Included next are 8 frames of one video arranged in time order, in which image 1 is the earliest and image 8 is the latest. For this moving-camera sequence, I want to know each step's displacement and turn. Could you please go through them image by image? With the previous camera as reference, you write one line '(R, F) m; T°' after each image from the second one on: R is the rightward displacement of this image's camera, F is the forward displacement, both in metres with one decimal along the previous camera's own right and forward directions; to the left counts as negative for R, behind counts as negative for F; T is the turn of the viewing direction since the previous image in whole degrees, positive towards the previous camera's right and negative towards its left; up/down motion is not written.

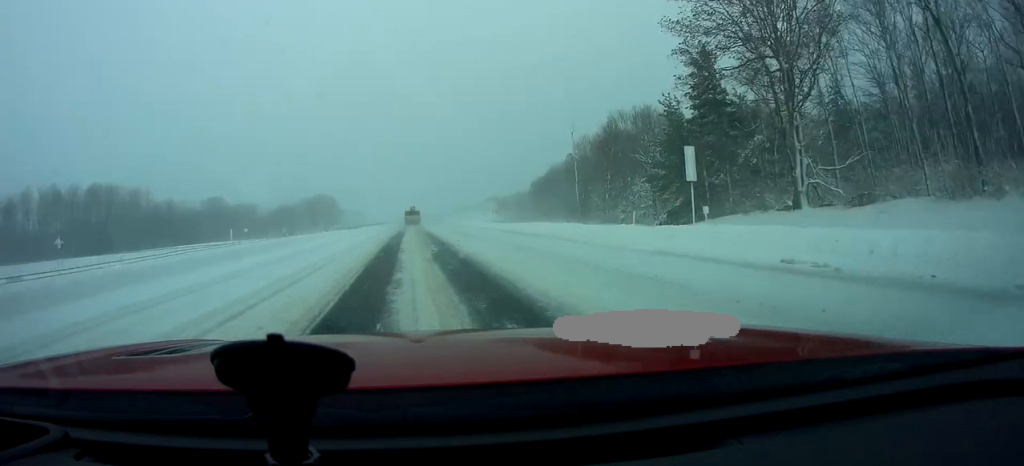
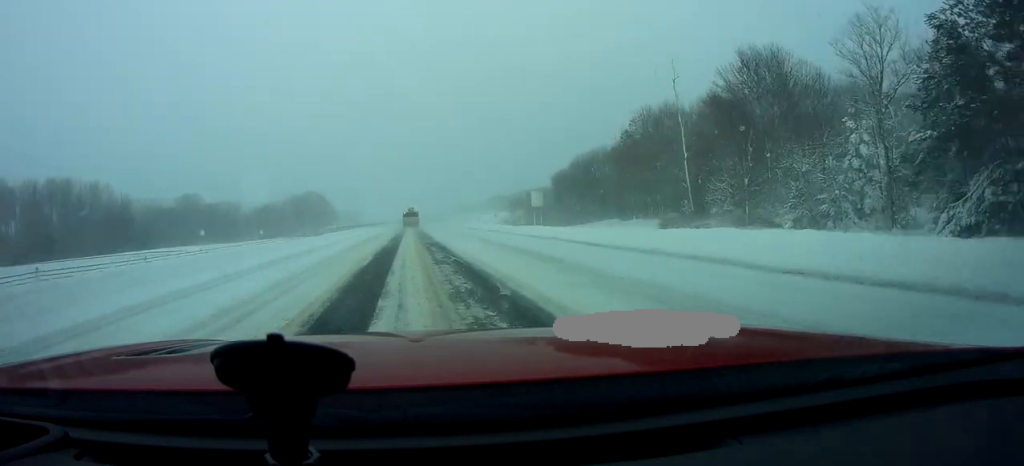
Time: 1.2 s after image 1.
(-0.4, +28.9) m; -1°
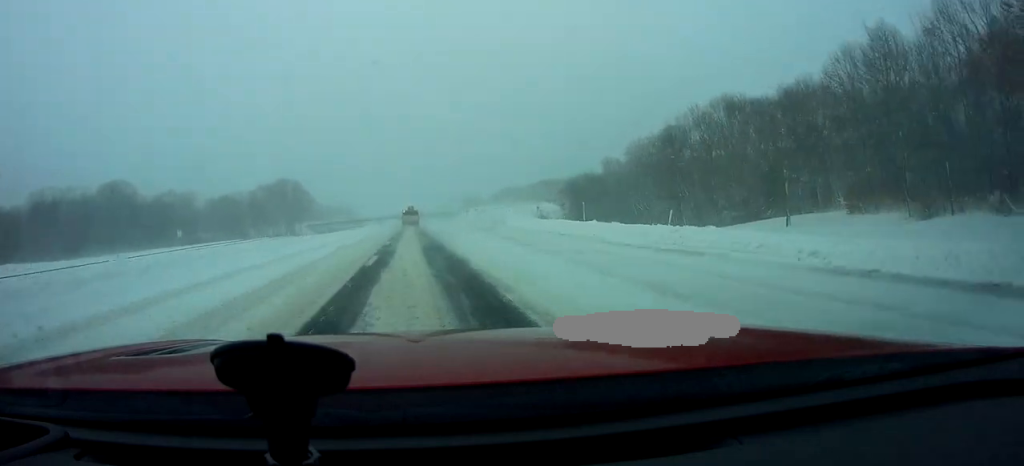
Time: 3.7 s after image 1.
(-0.1, +61.2) m; 0°
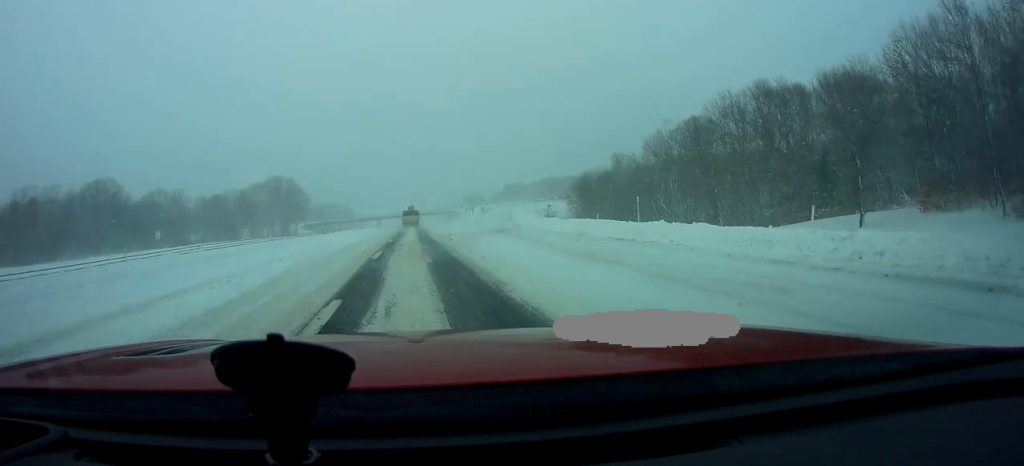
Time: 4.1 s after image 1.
(+0.2, +9.7) m; 0°
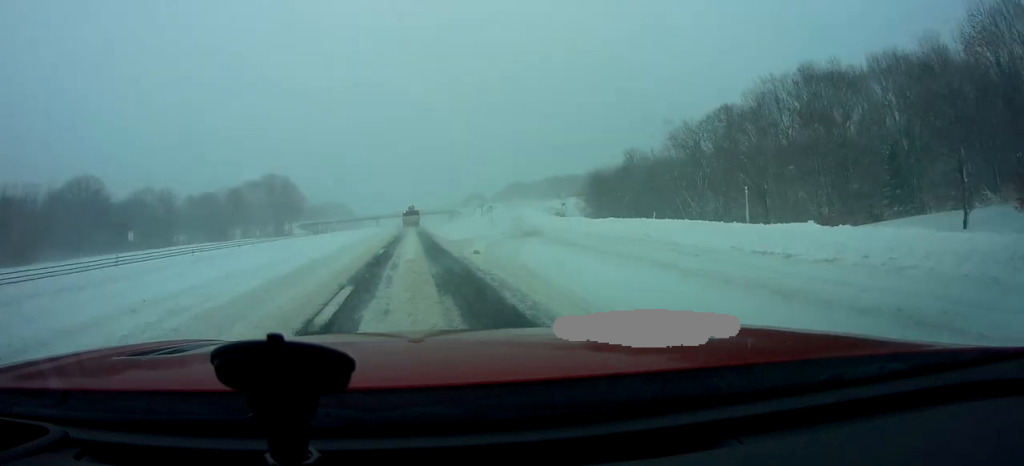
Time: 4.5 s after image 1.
(+0.2, +10.6) m; 0°
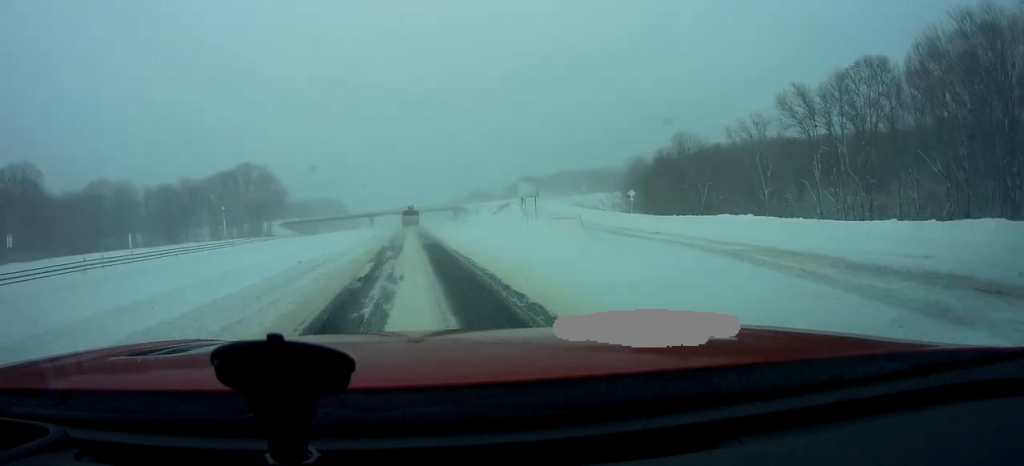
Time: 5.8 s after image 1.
(-0.4, +31.4) m; 0°
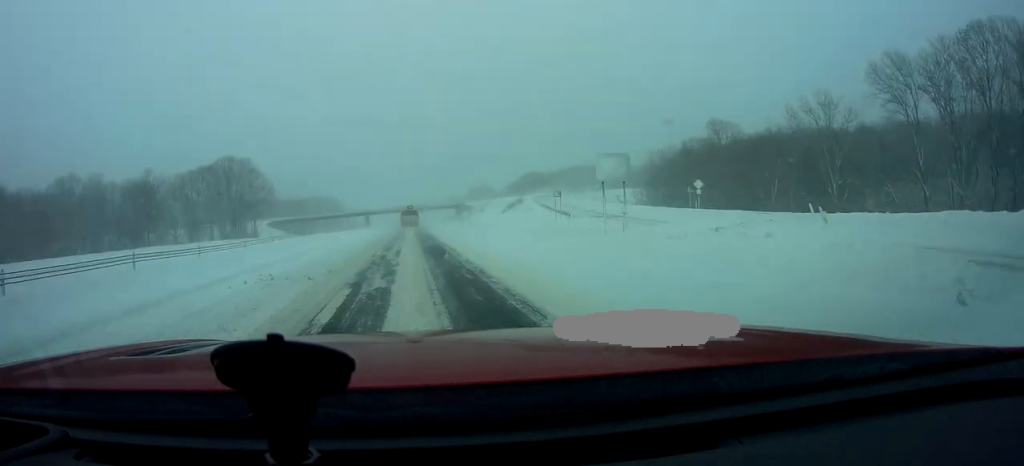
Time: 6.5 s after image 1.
(+0.4, +17.6) m; 0°
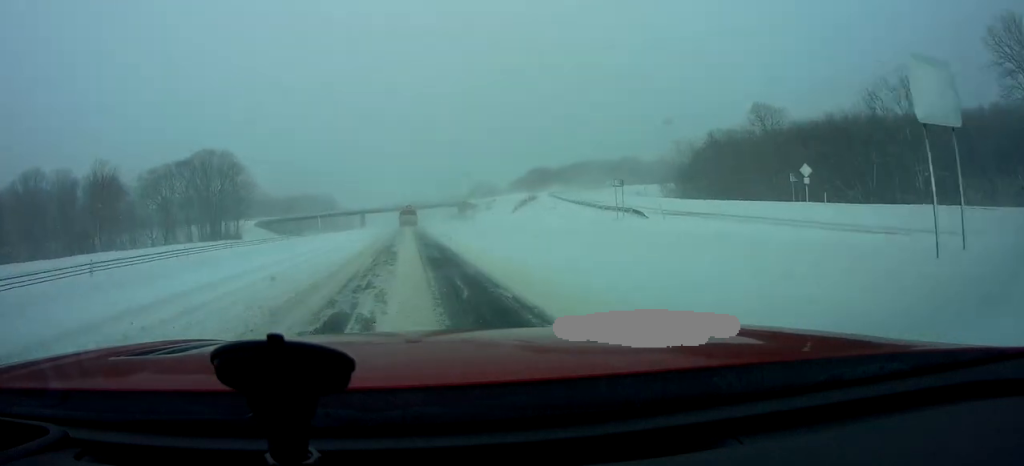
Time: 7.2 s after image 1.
(-0.2, +16.8) m; 0°
